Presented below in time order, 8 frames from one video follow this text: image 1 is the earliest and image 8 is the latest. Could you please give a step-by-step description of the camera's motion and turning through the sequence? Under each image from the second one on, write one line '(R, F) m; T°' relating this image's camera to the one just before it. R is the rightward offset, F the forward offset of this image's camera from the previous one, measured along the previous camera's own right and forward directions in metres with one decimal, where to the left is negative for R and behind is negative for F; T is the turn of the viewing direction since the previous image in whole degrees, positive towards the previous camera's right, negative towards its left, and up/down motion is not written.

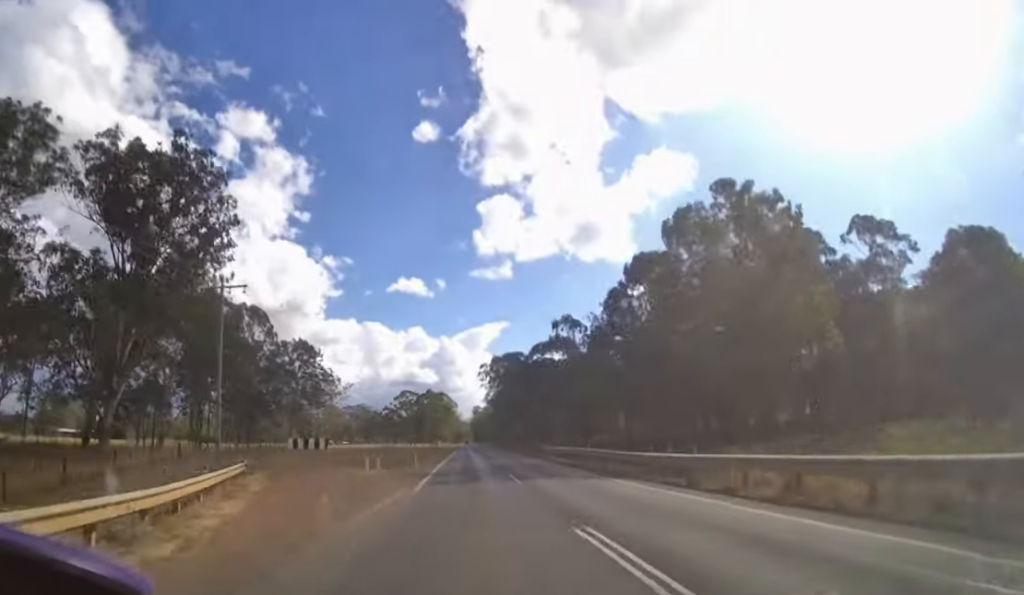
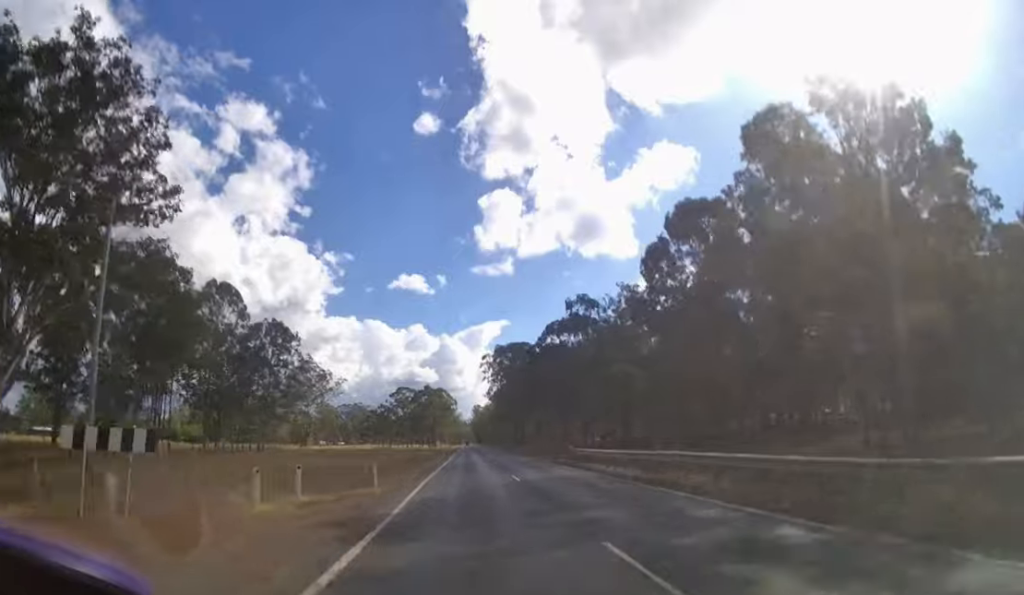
(0.0, +11.0) m; 0°
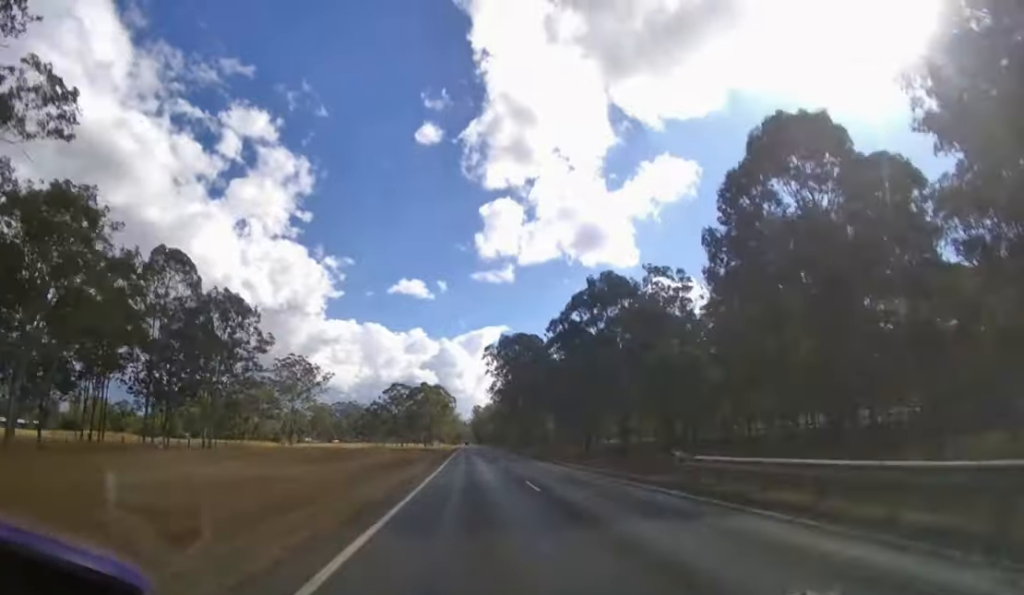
(0.0, +13.1) m; 0°
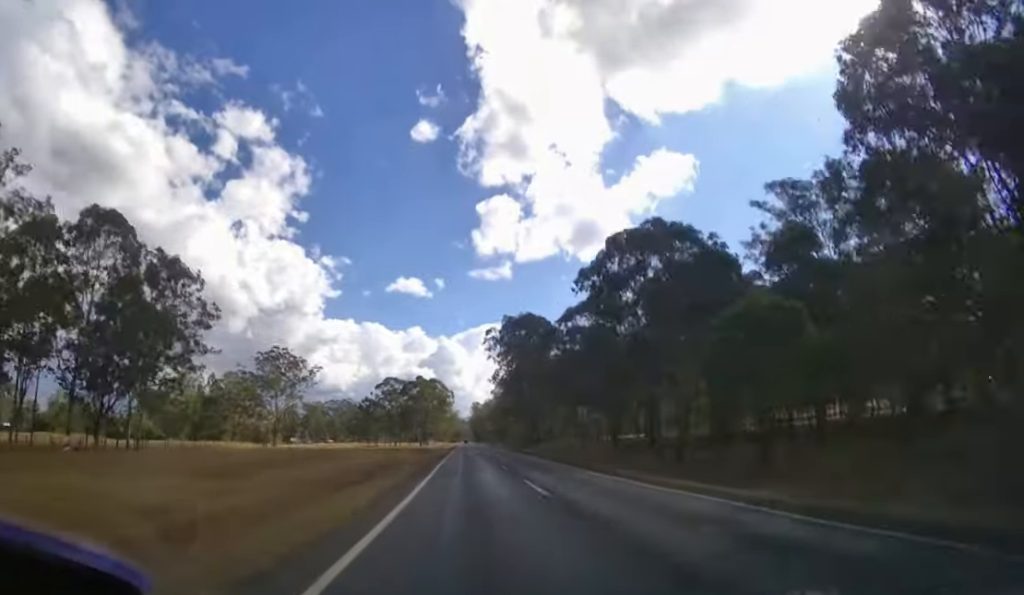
(0.0, +10.9) m; 0°
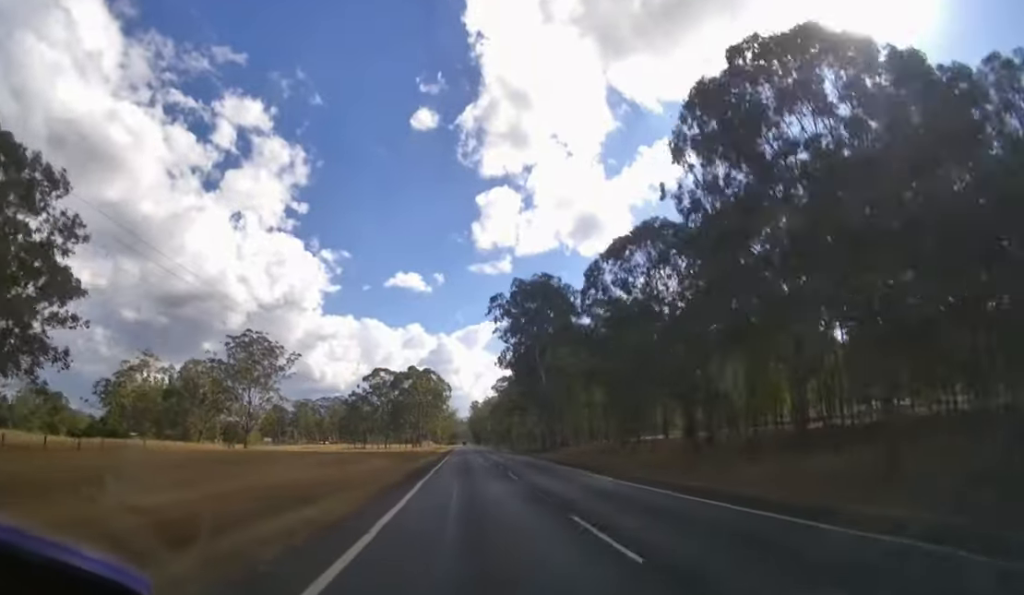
(0.0, +17.3) m; 0°
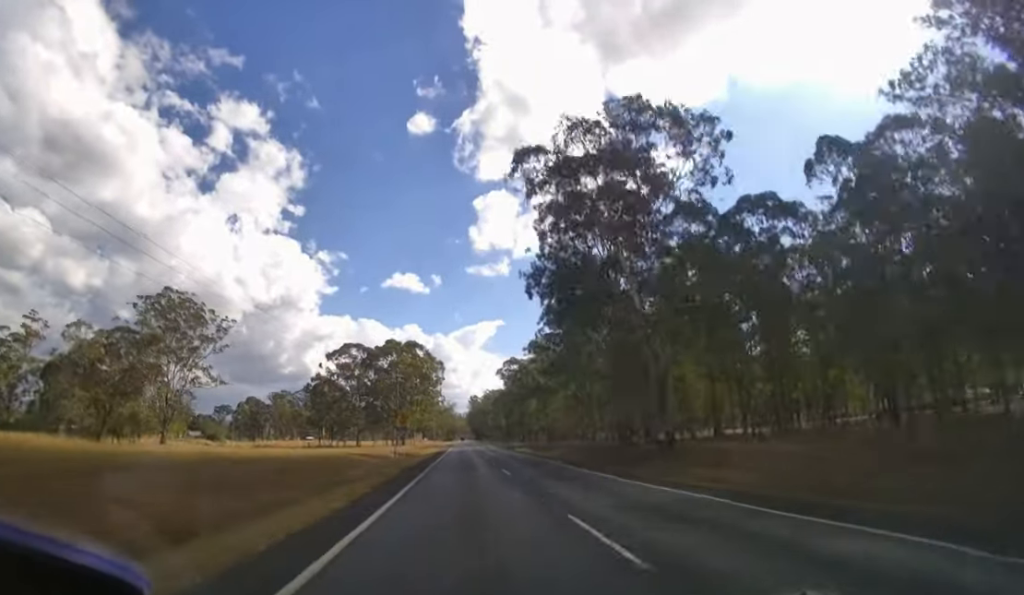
(0.0, +37.0) m; 0°
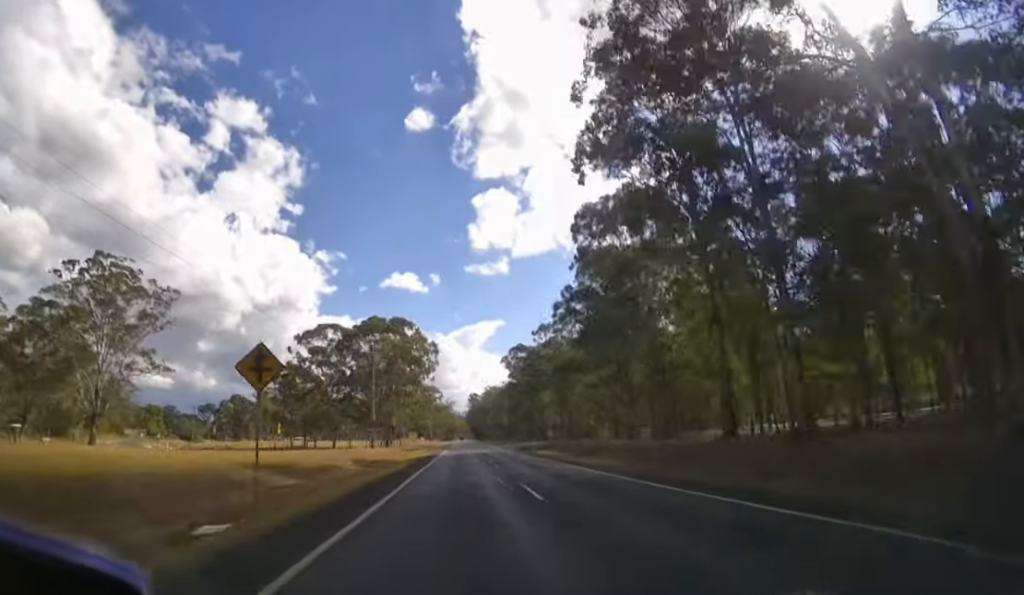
(+0.1, +21.7) m; 0°
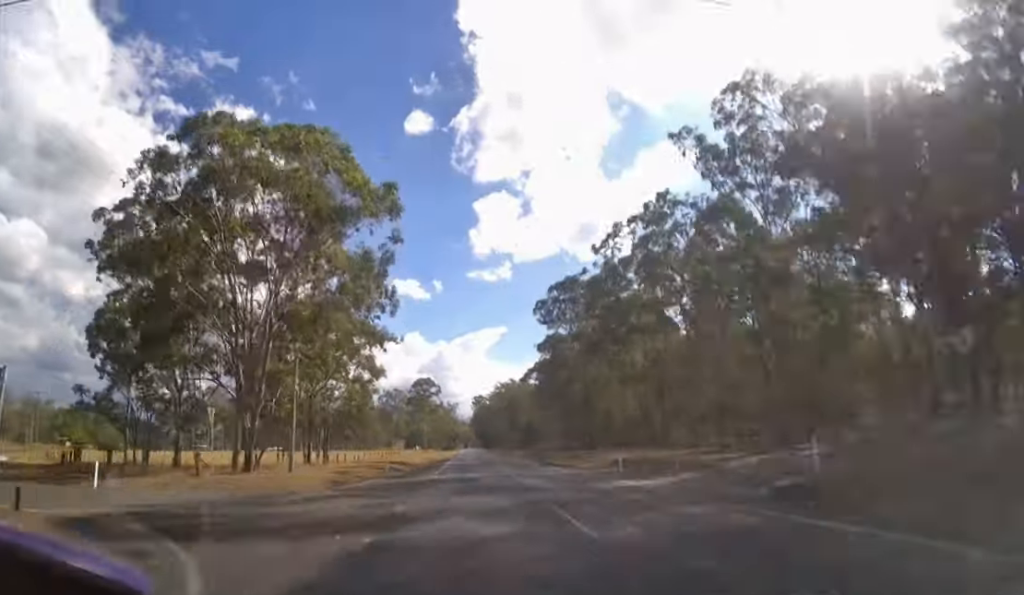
(0.0, +60.1) m; 0°
